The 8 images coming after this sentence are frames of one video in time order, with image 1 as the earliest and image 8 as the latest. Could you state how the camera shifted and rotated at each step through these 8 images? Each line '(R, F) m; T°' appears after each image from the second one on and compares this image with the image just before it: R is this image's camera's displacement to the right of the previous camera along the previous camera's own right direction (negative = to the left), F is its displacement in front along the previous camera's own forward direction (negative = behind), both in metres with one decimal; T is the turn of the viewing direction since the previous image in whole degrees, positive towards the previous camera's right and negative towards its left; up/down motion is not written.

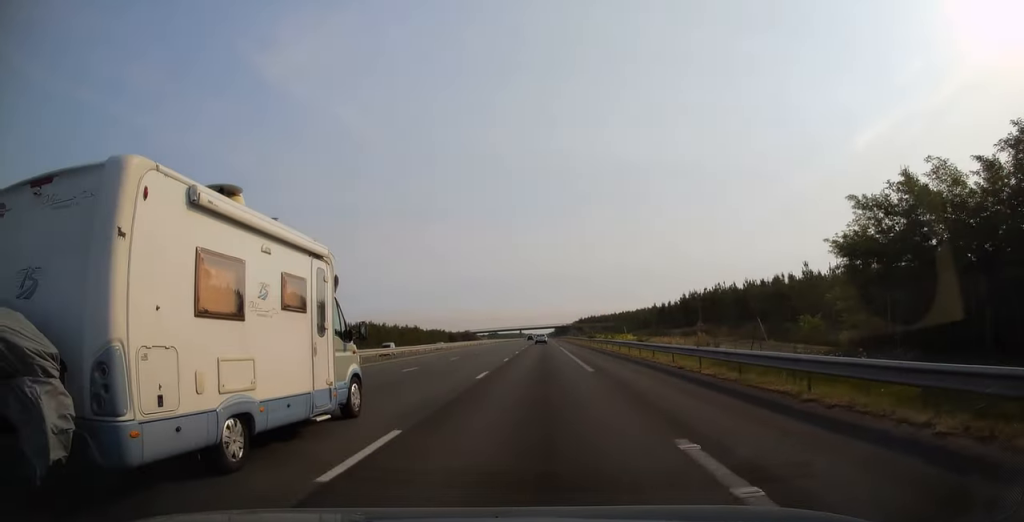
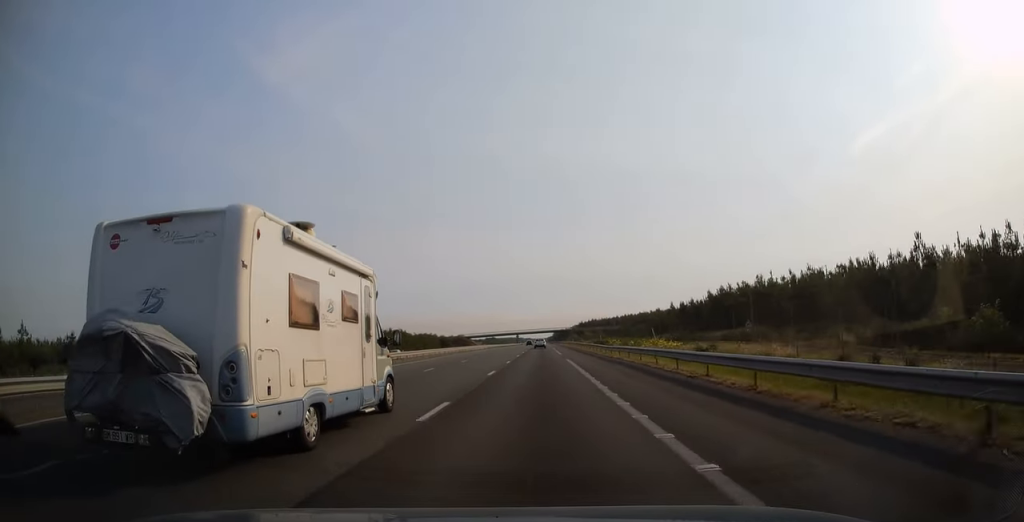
(0.0, +21.3) m; 0°
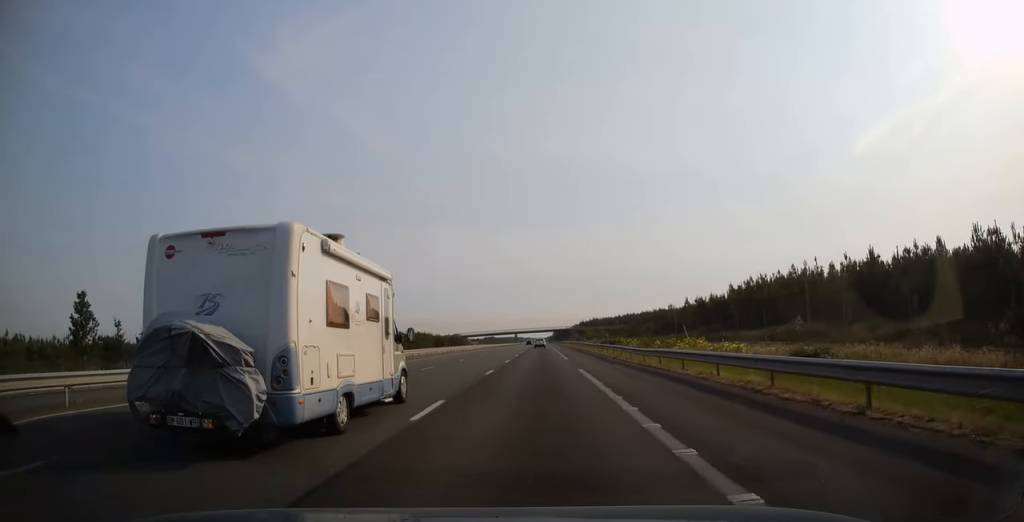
(-0.1, +13.4) m; 0°
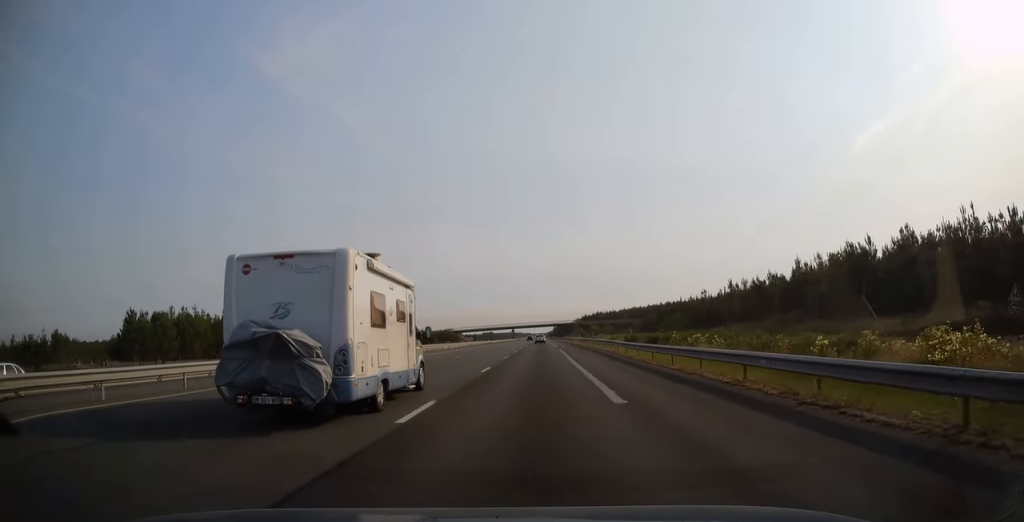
(-0.1, +26.7) m; 0°
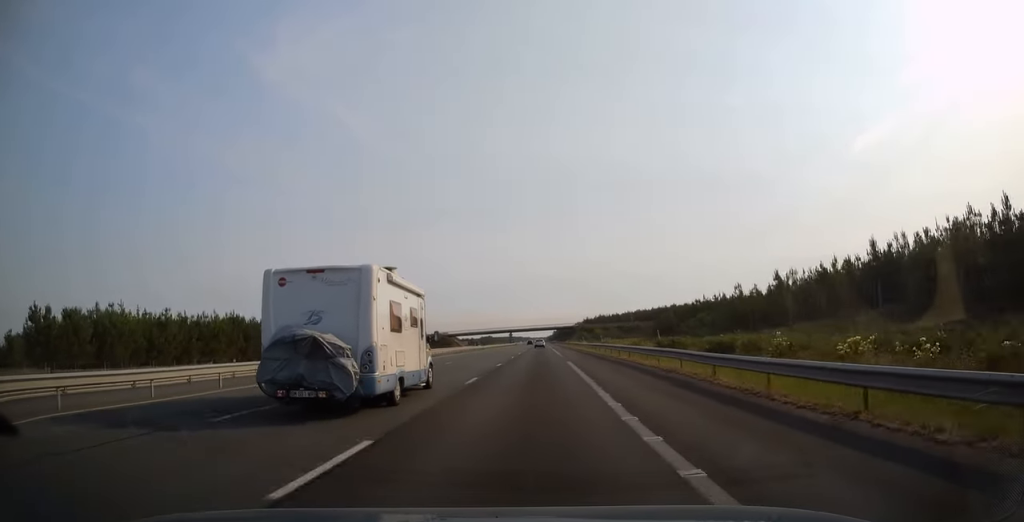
(0.0, +17.7) m; 0°
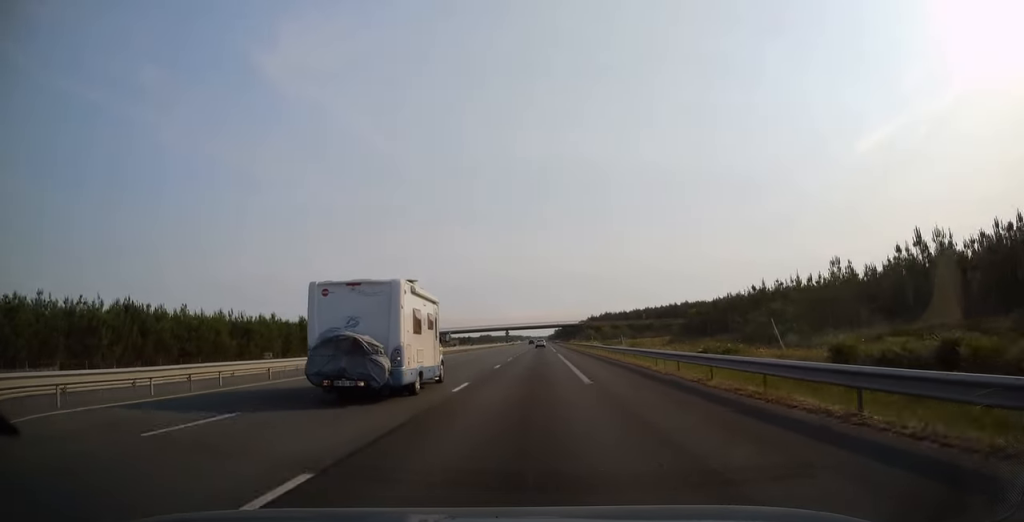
(+0.1, +28.0) m; 0°
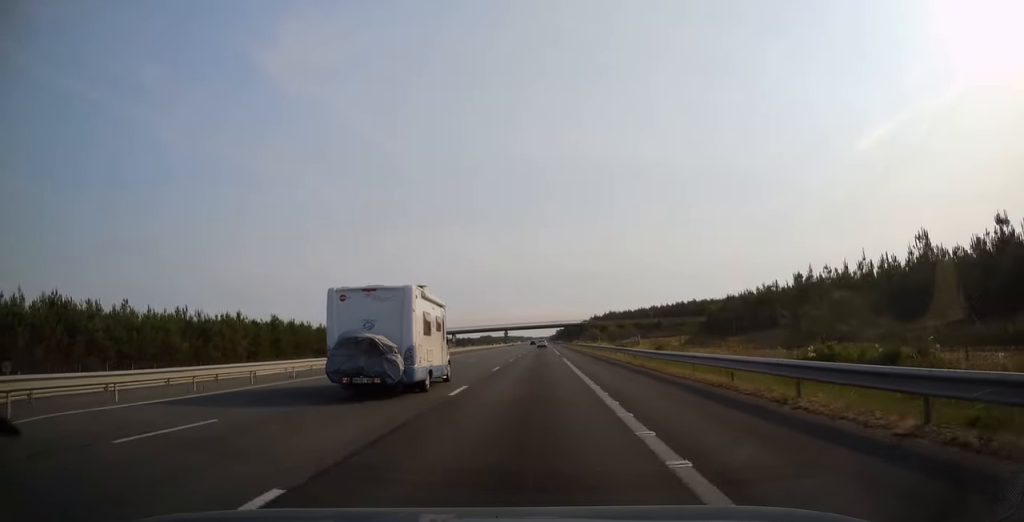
(-0.1, +13.7) m; 0°
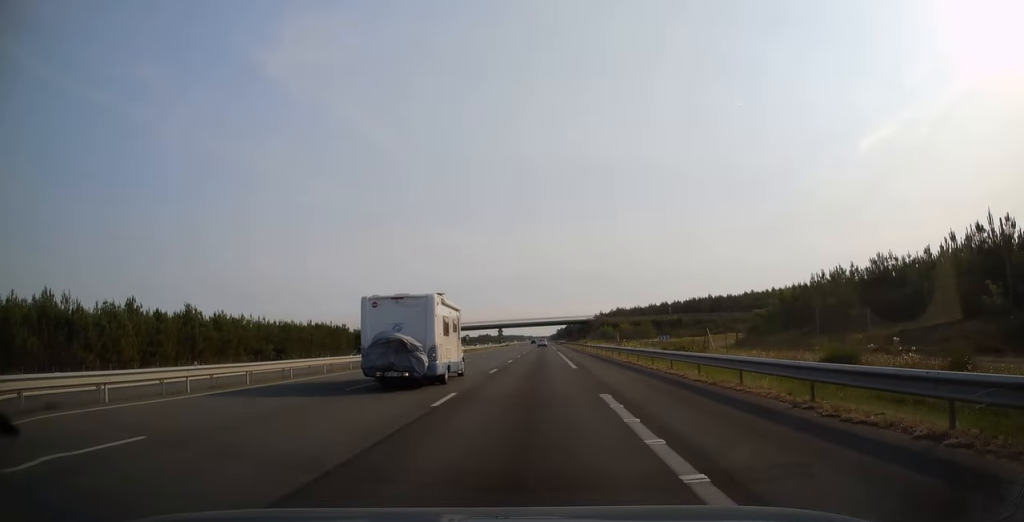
(+0.1, +28.5) m; 0°
